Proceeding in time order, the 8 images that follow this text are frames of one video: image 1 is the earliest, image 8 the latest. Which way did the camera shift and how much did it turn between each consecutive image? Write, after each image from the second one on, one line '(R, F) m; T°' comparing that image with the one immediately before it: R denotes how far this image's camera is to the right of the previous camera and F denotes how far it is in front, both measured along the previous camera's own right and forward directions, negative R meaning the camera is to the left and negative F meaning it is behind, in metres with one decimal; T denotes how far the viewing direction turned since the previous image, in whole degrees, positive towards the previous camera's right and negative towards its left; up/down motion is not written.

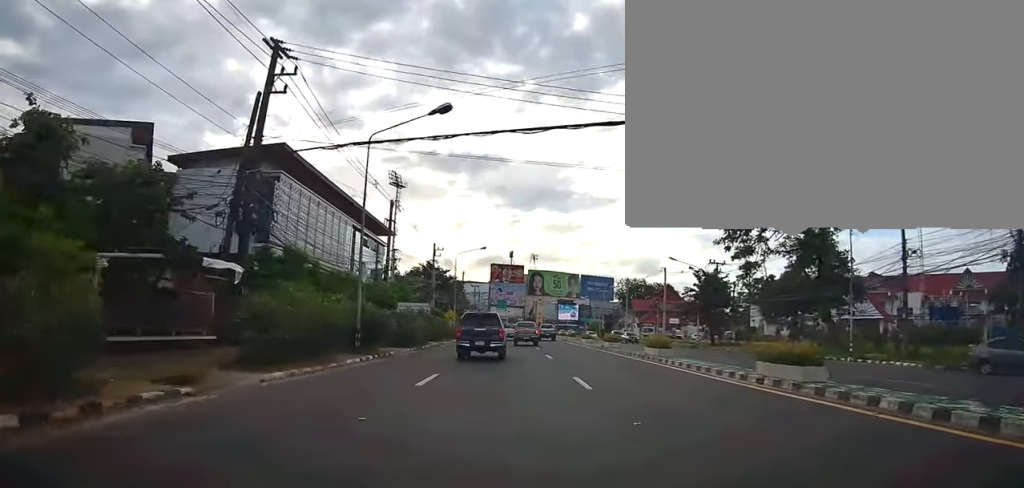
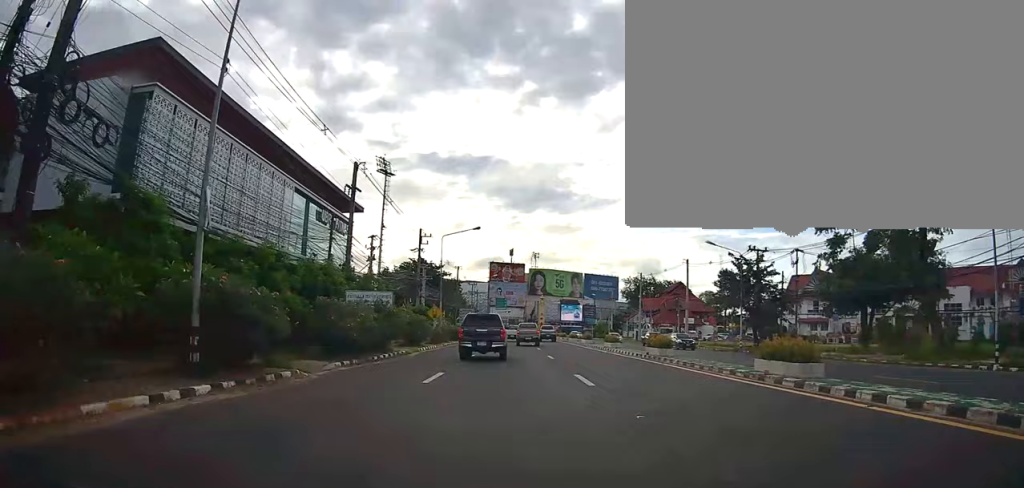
(0.0, +11.8) m; -2°
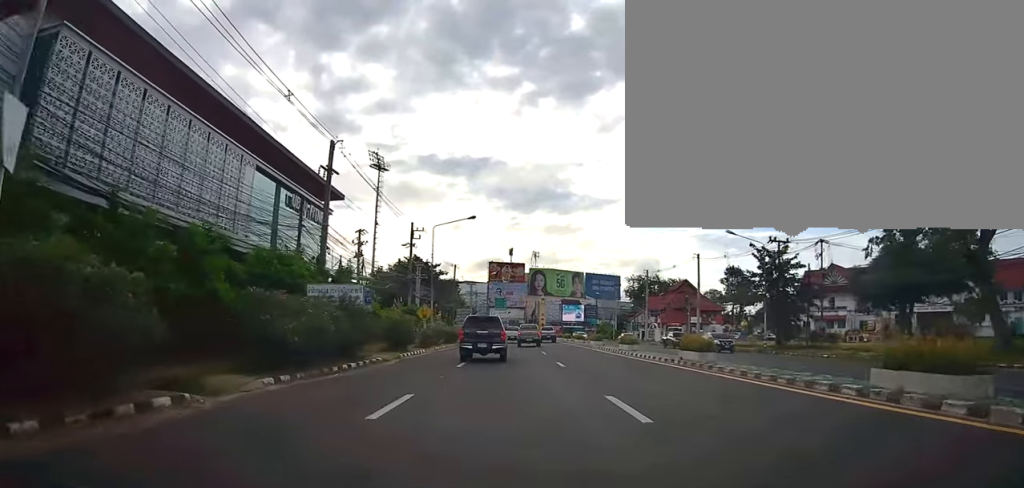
(-0.2, +4.9) m; 0°
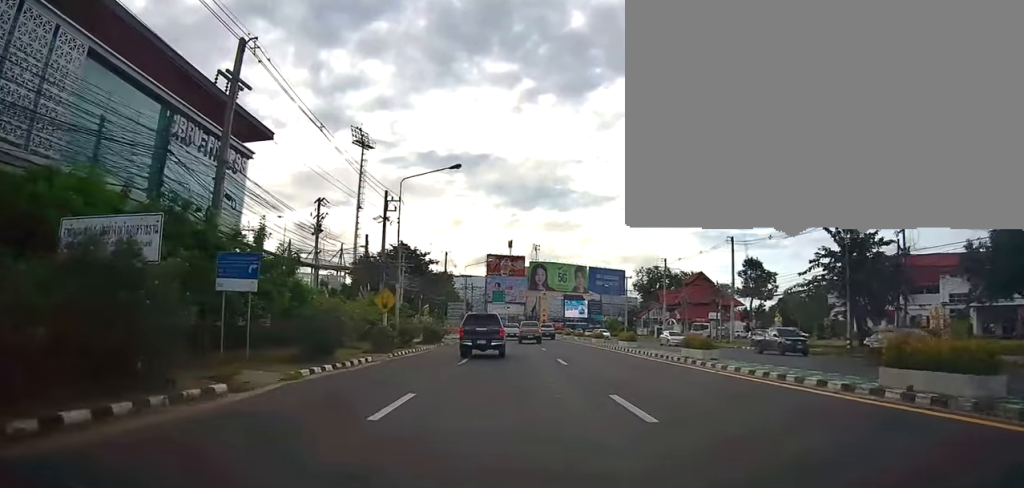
(-0.1, +12.1) m; +1°
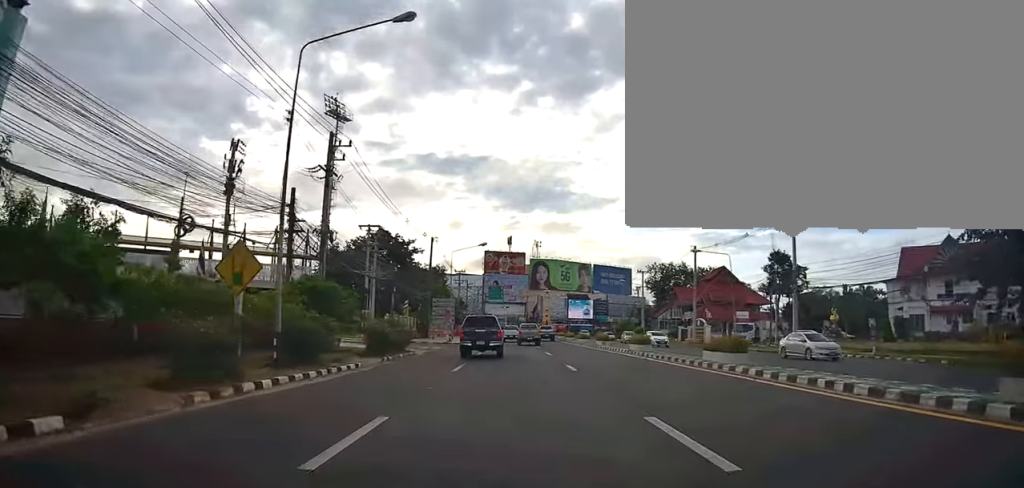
(+0.3, +14.4) m; +1°
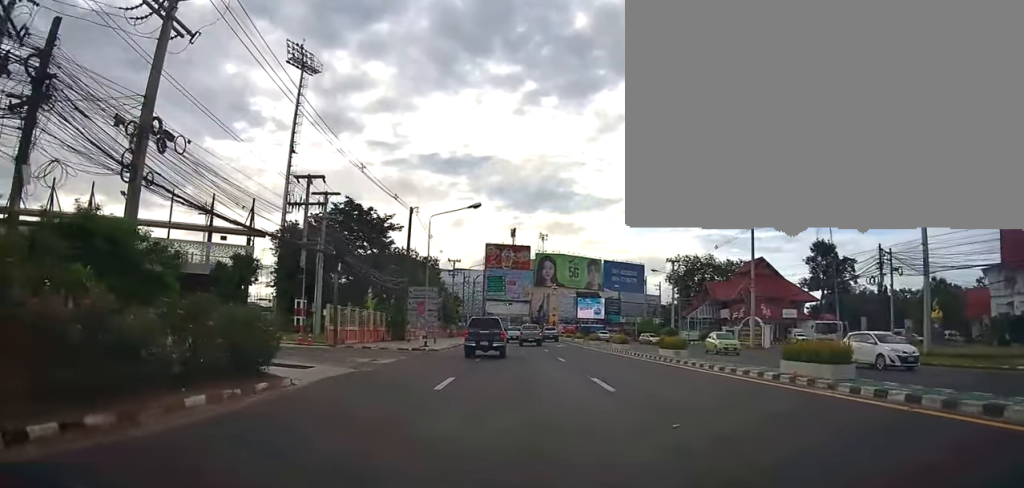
(-0.1, +16.8) m; 0°
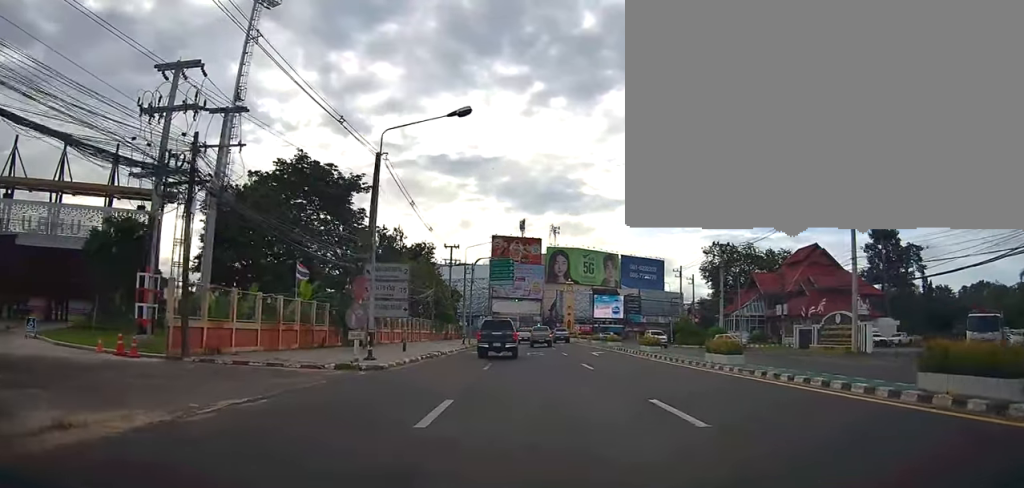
(0.0, +16.5) m; 0°
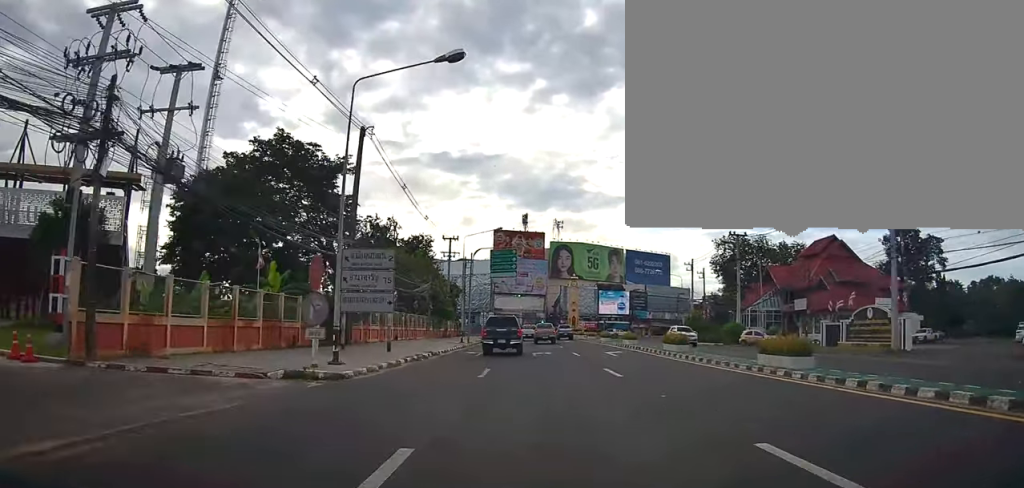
(0.0, +4.6) m; 0°
